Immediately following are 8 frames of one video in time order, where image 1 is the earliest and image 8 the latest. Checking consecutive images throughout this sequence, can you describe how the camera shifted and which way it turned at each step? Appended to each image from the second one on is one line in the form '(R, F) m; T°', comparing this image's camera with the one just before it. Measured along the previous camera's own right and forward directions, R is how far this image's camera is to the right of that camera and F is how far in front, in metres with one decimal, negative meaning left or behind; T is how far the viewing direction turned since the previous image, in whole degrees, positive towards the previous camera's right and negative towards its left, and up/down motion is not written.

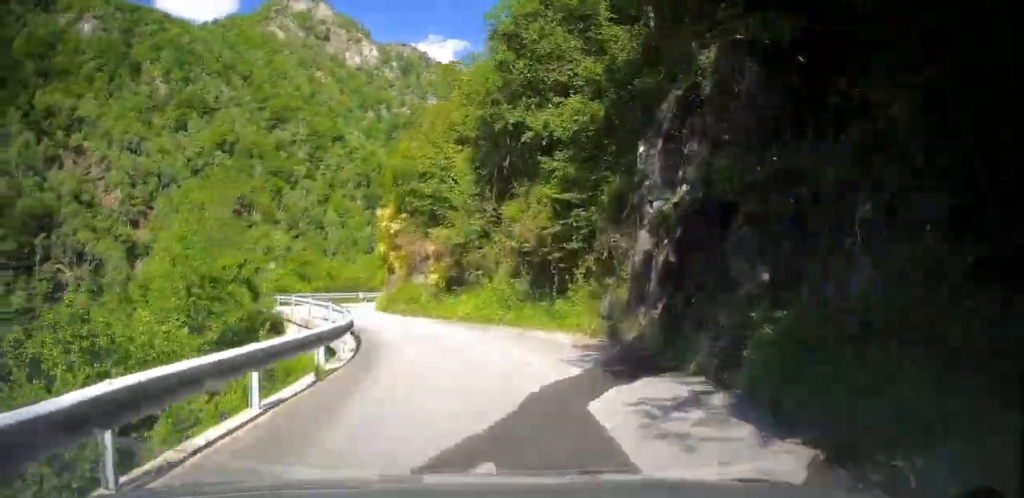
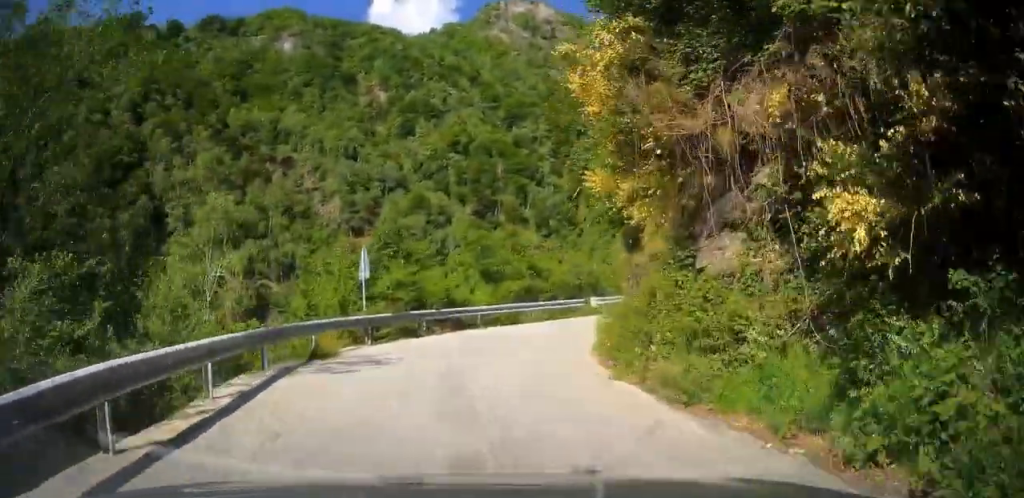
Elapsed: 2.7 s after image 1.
(-2.4, +20.1) m; -13°
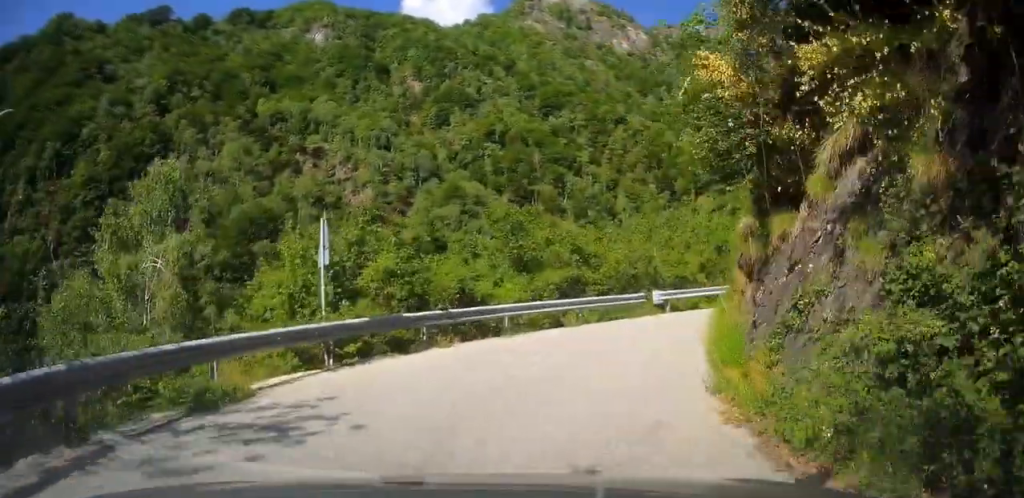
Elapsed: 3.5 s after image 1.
(-0.3, +6.0) m; 0°
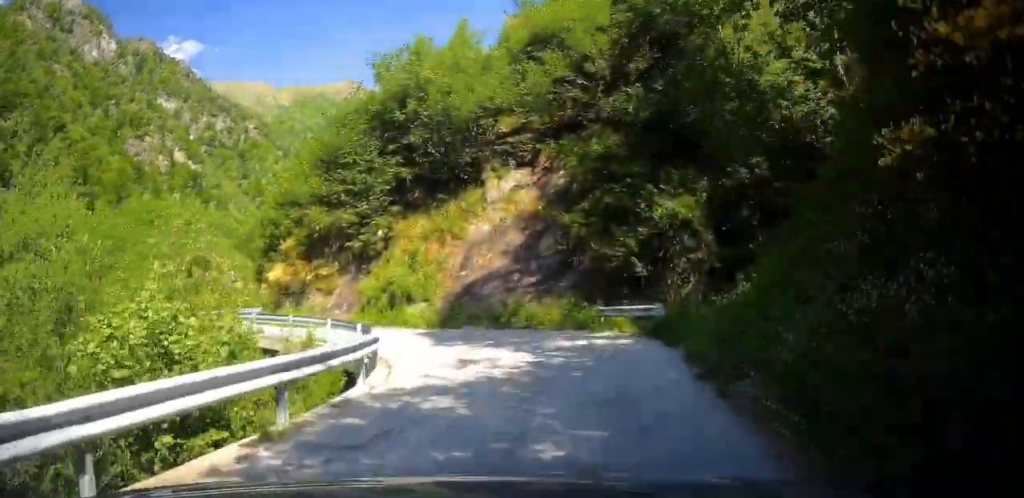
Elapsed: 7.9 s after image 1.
(+3.2, +26.6) m; +18°
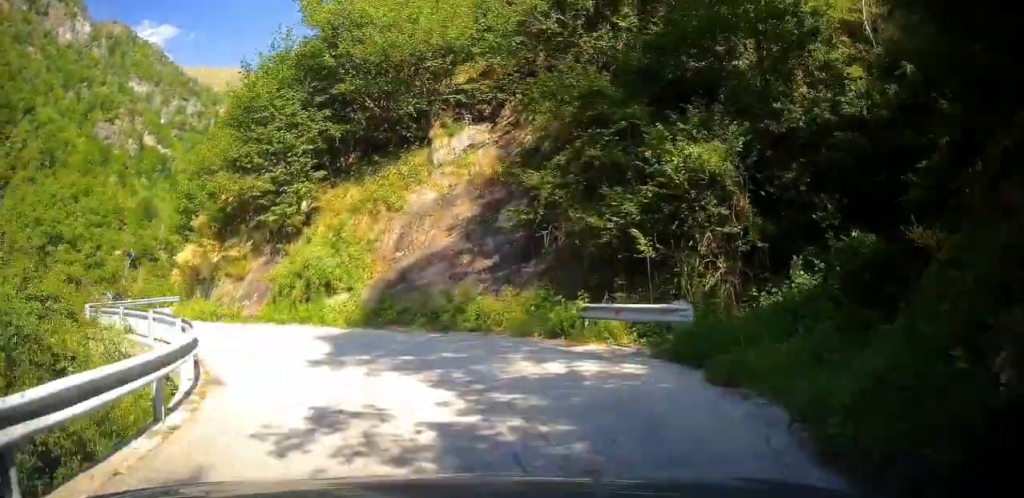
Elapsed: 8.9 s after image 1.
(+0.4, +5.9) m; +3°
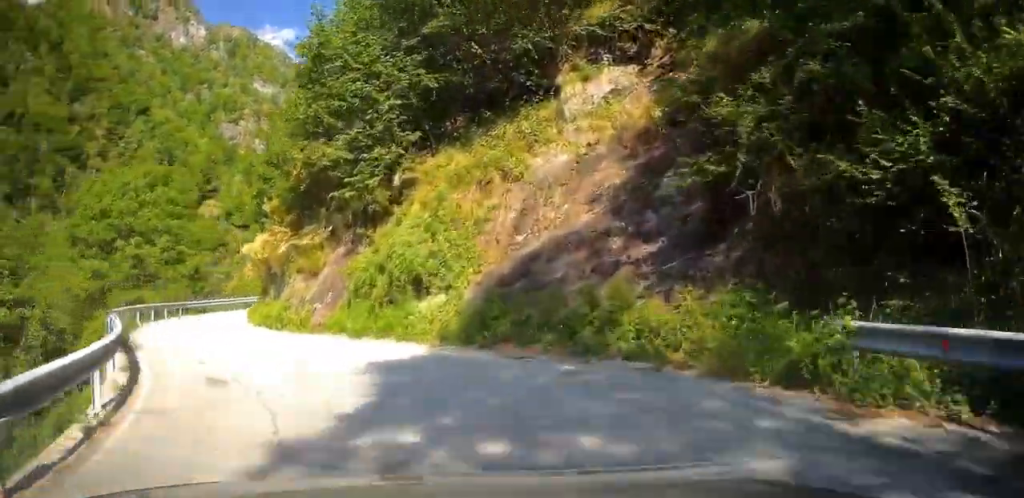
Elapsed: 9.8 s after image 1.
(-0.1, +5.7) m; +2°
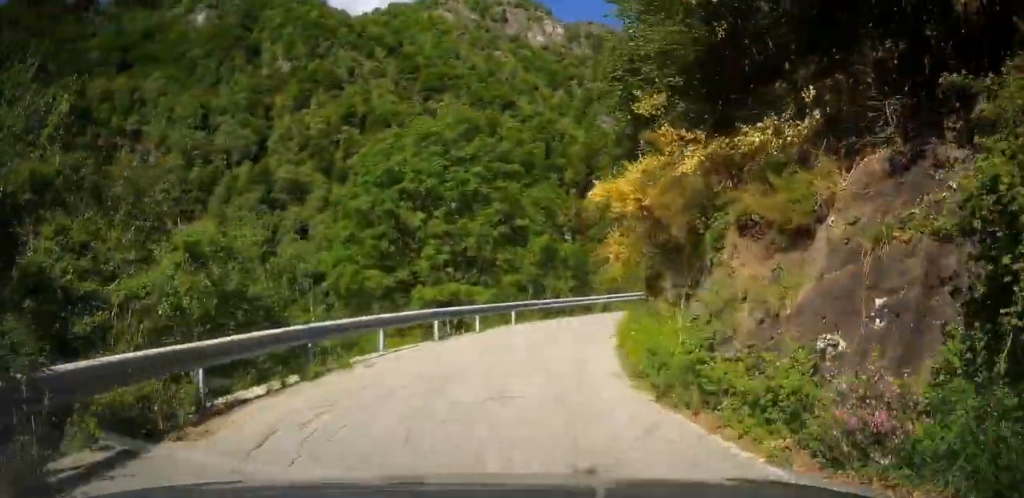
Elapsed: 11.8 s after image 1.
(+0.4, +12.4) m; -3°
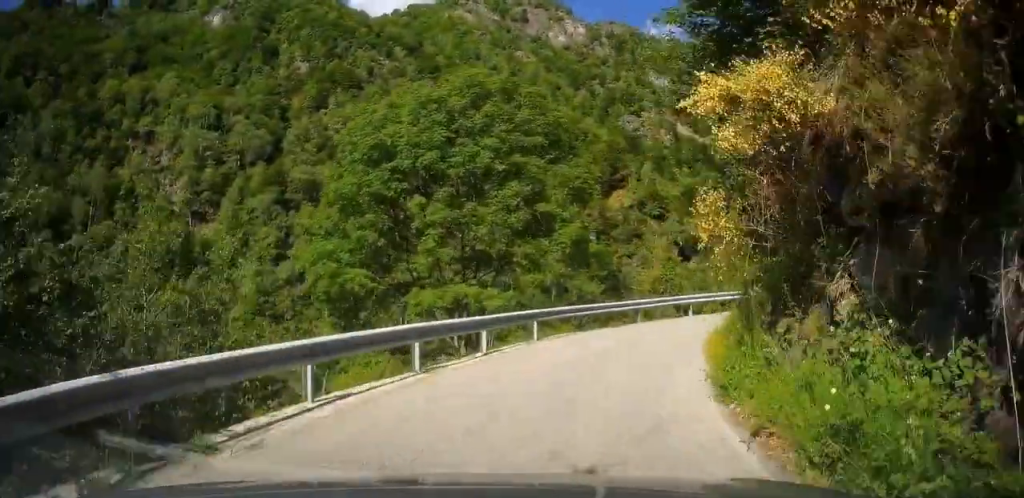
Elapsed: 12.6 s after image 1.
(+0.7, +5.0) m; -3°
